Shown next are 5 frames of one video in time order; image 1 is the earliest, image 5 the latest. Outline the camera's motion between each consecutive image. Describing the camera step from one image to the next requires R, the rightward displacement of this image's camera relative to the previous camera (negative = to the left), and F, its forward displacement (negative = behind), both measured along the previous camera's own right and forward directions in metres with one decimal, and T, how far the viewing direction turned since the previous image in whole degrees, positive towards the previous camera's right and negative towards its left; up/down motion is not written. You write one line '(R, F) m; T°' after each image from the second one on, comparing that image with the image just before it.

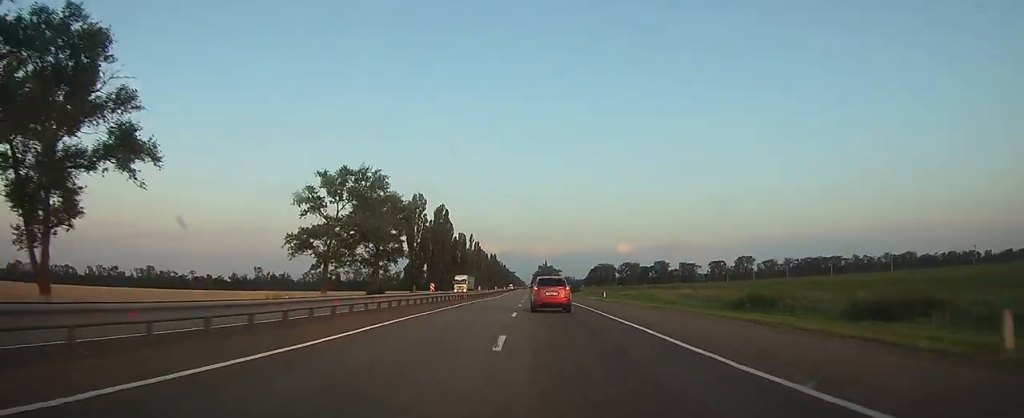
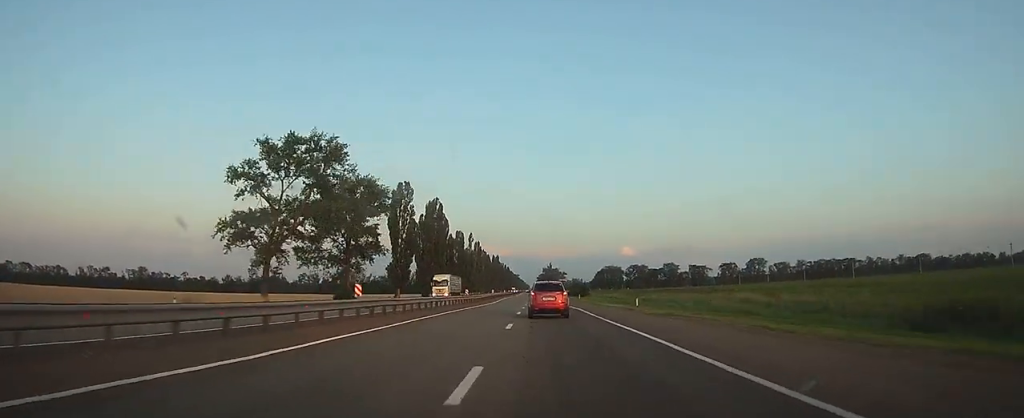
(0.0, +17.2) m; 0°
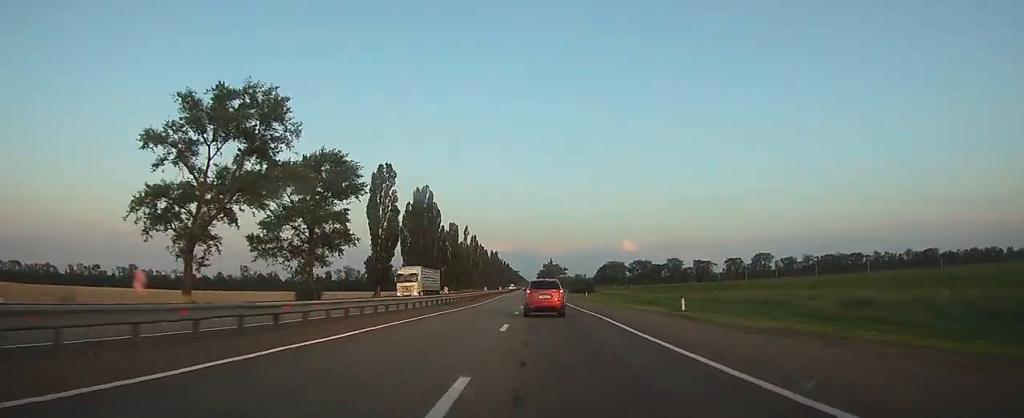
(-0.1, +13.2) m; 0°
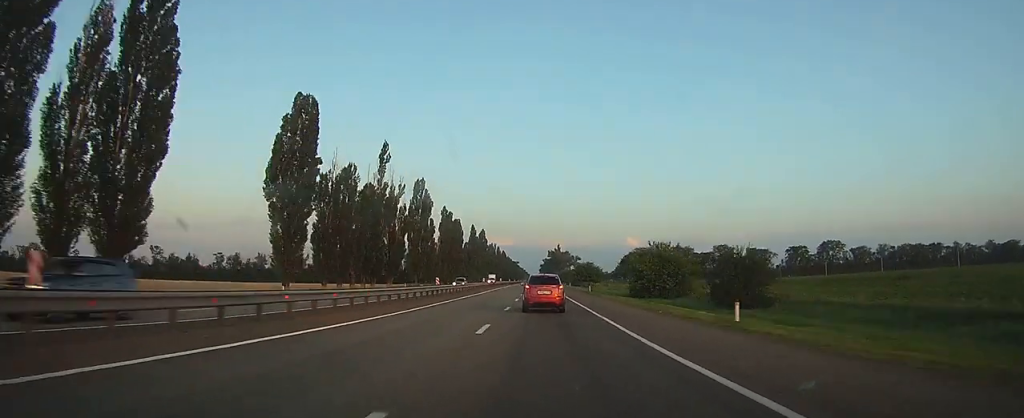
(-0.8, +111.4) m; 0°
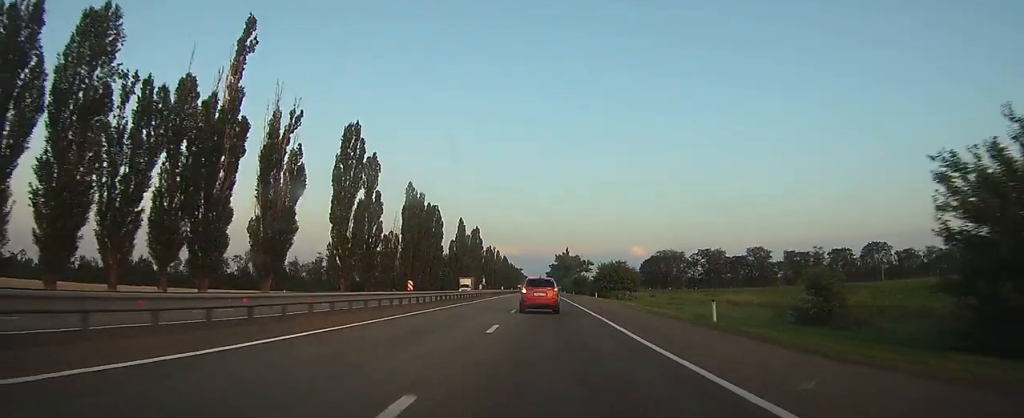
(0.0, +47.2) m; 0°
